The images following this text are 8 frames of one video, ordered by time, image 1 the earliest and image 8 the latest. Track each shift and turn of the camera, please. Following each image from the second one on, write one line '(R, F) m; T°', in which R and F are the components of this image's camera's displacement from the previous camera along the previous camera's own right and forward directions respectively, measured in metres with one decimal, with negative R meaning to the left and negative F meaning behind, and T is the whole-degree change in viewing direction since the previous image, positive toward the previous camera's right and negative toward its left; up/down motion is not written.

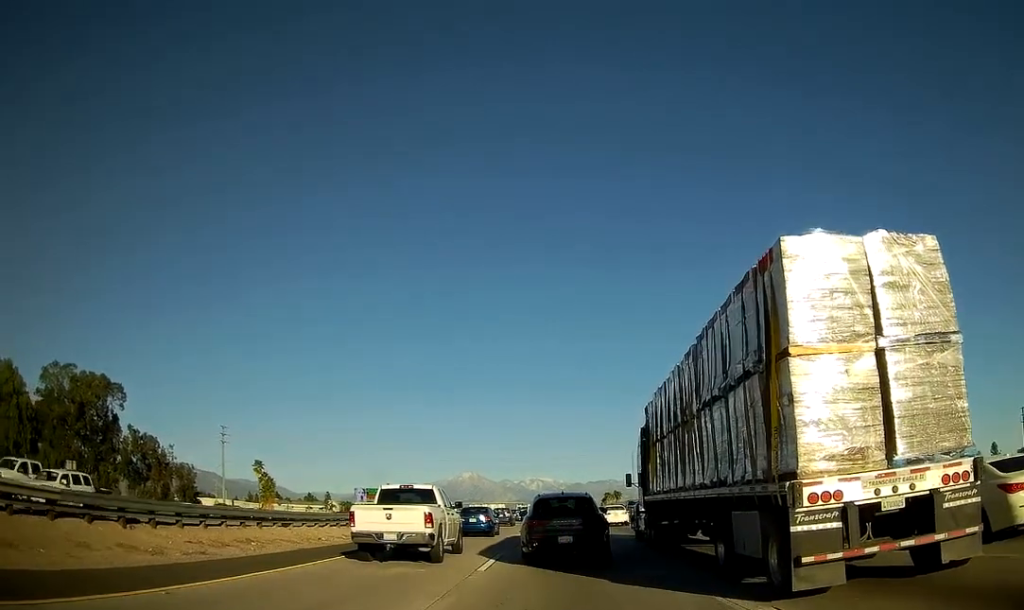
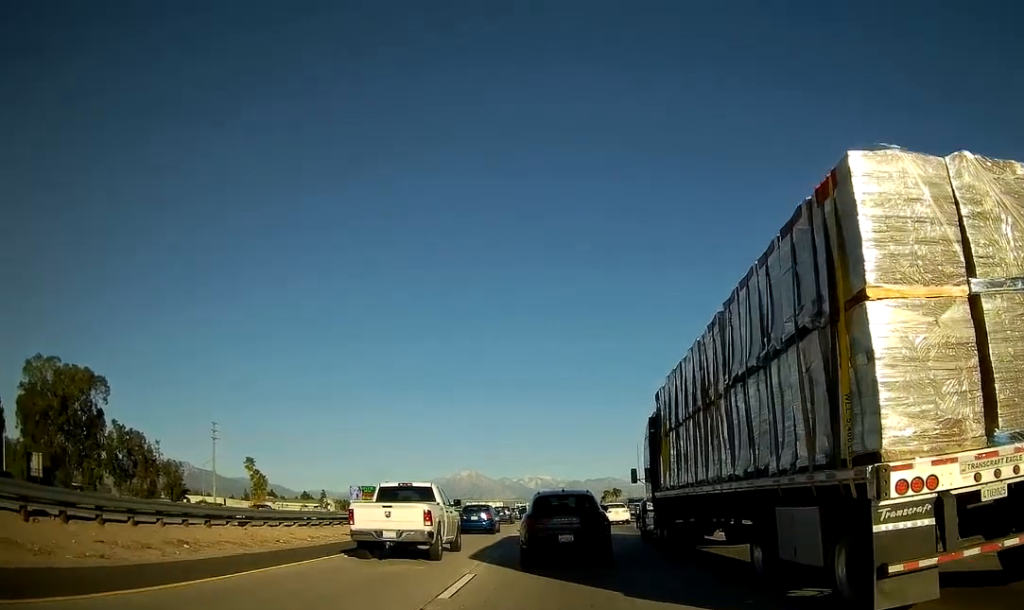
(+0.1, +4.7) m; 0°
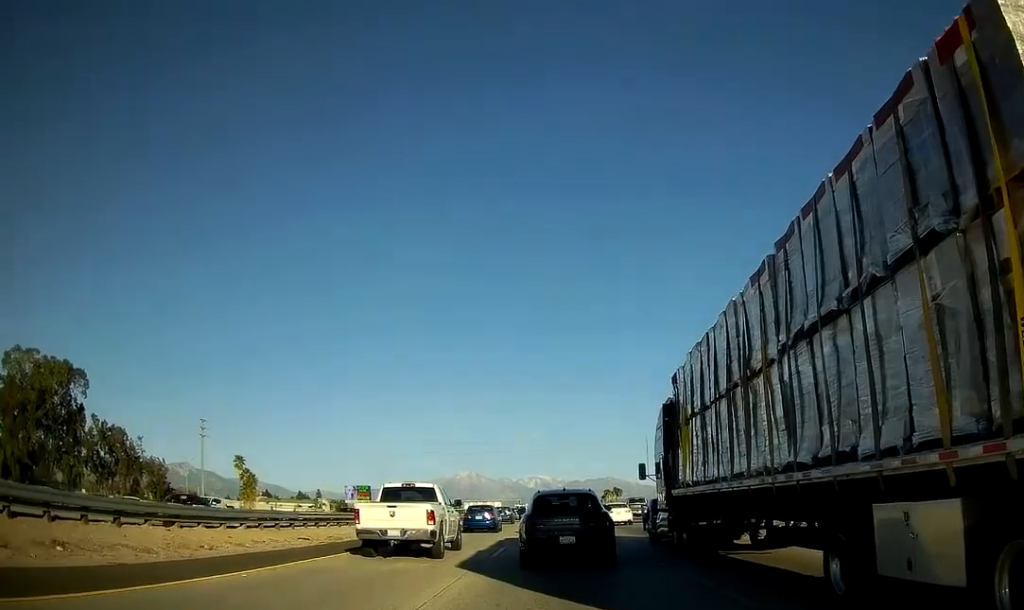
(-0.1, +6.3) m; 0°
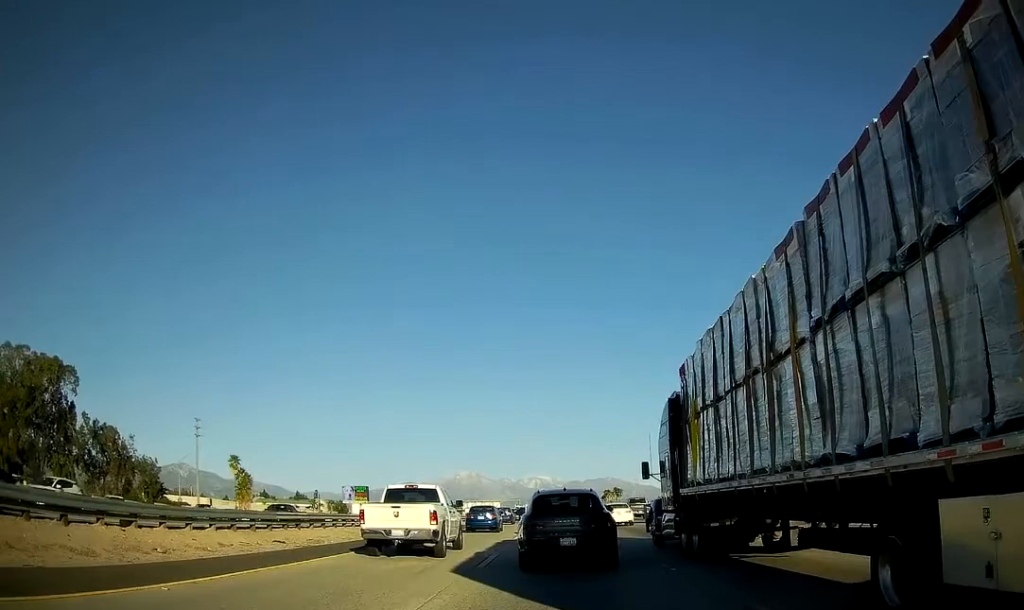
(+0.1, +2.9) m; 0°
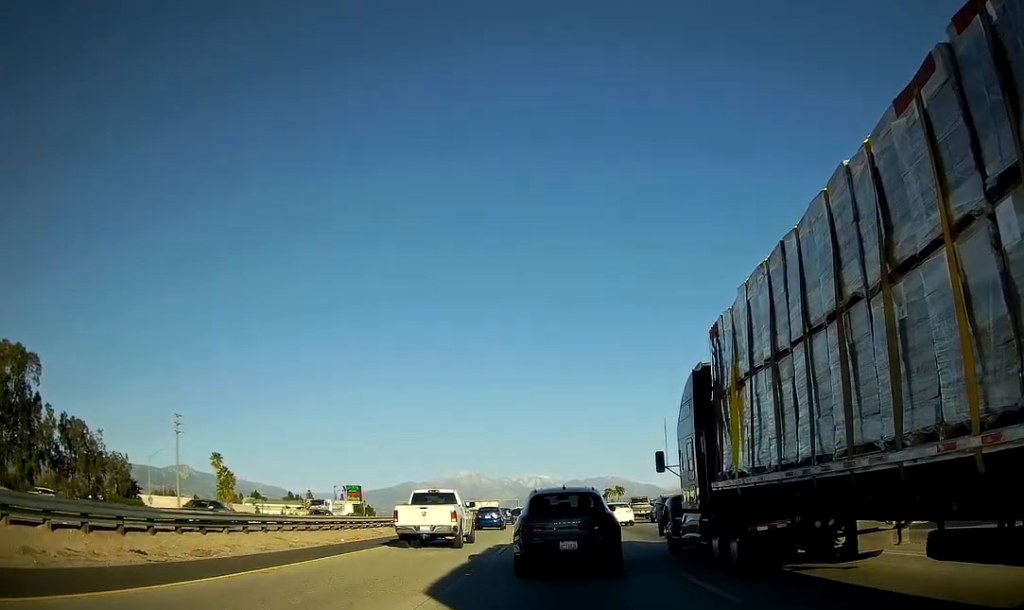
(0.0, +11.1) m; 0°
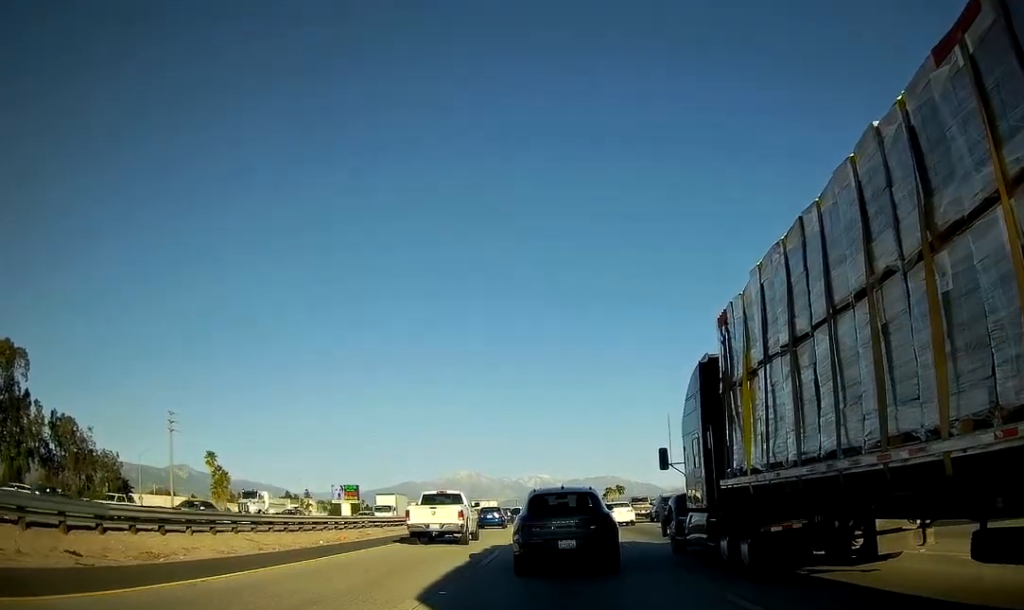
(-0.1, +3.2) m; +1°
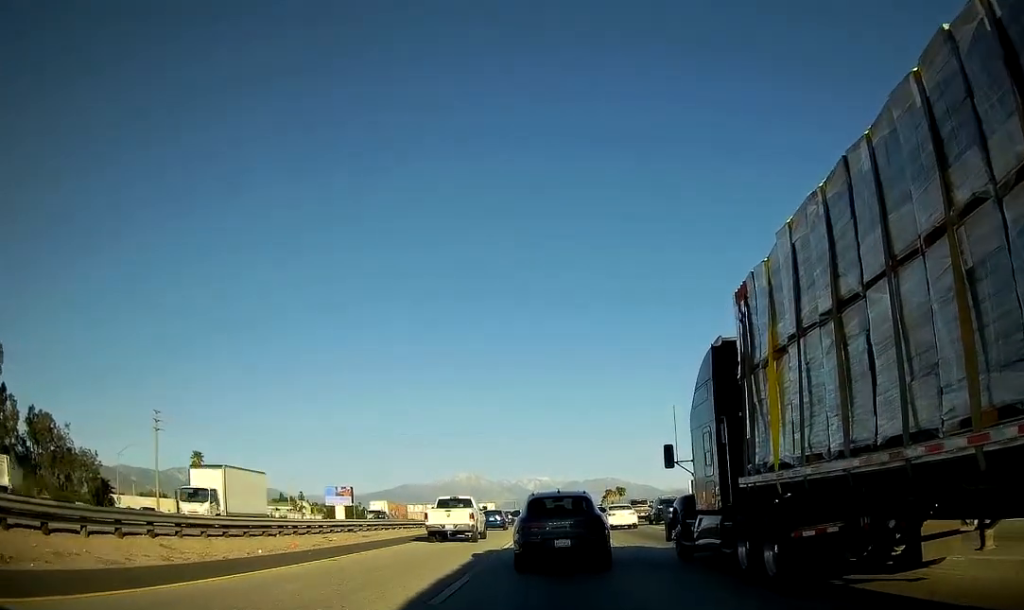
(+0.2, +6.9) m; 0°
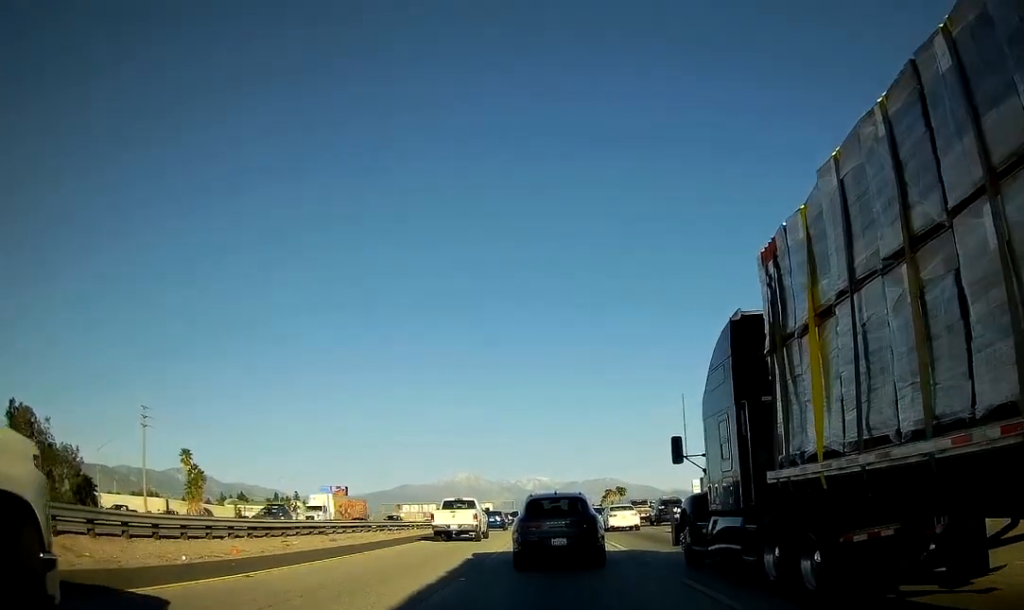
(-0.1, +4.9) m; -1°
